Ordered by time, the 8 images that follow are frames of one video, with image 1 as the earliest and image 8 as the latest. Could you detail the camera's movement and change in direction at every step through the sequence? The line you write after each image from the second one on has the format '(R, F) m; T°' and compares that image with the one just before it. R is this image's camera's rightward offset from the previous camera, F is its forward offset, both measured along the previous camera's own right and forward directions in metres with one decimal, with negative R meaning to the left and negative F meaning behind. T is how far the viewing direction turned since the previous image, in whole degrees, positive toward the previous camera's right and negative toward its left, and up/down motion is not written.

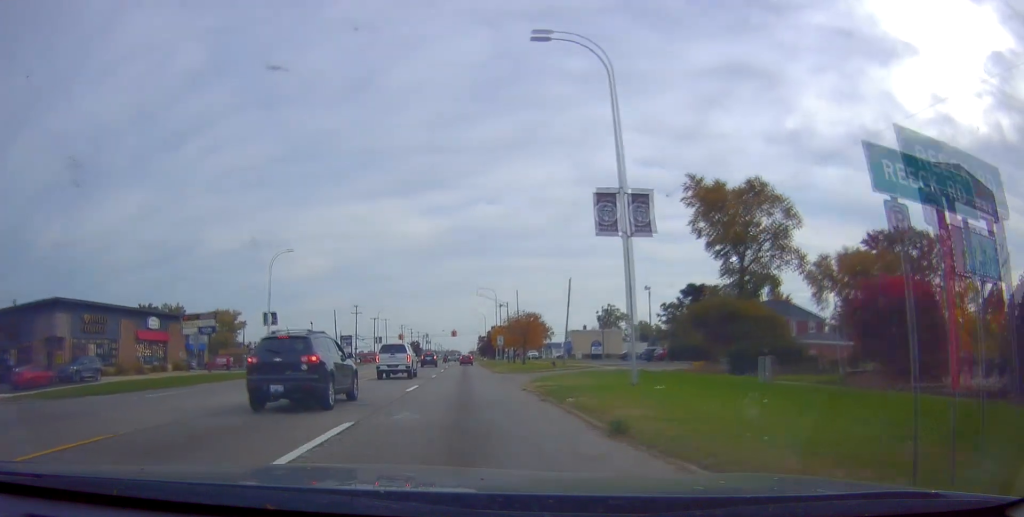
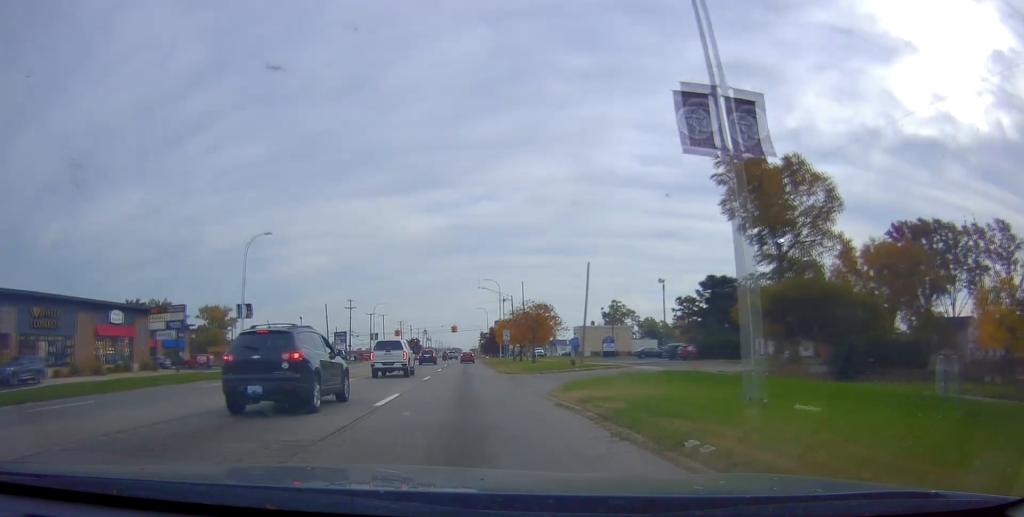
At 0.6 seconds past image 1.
(0.0, +7.6) m; -1°
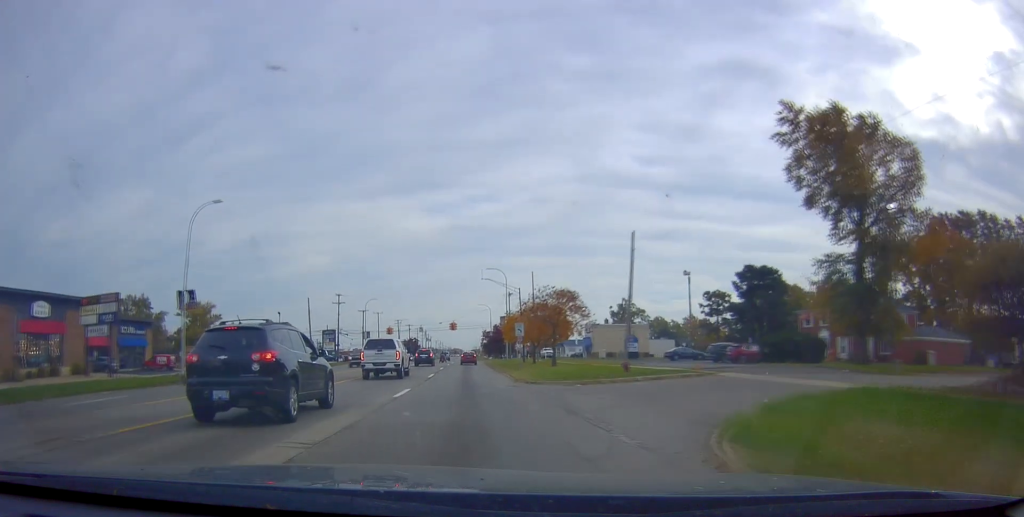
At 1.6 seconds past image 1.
(-0.3, +12.2) m; -2°
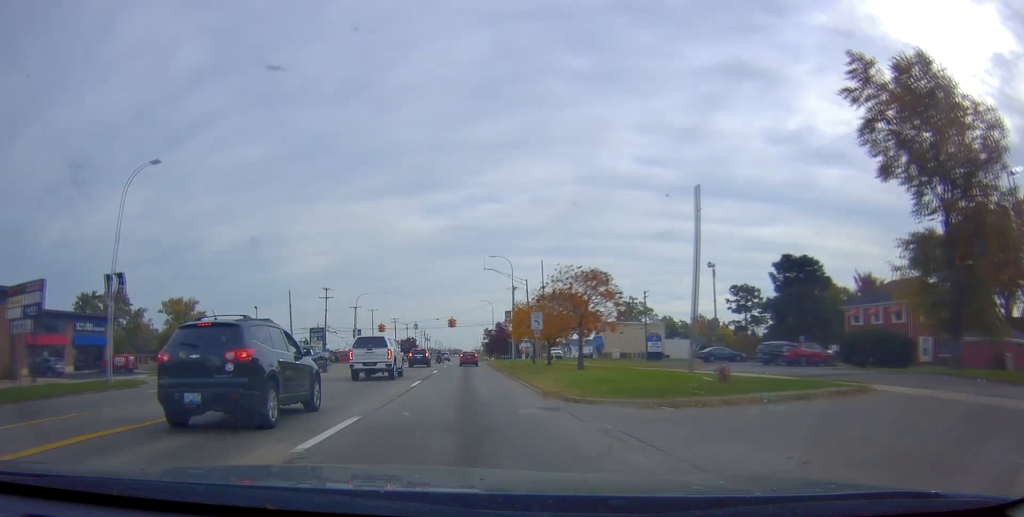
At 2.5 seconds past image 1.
(-0.1, +9.8) m; +1°
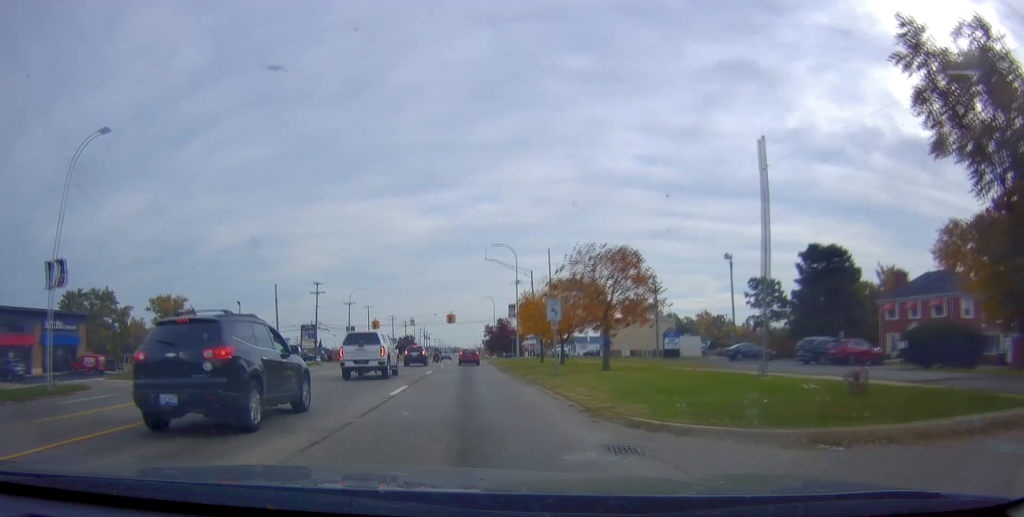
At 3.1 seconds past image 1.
(+0.2, +6.0) m; +2°
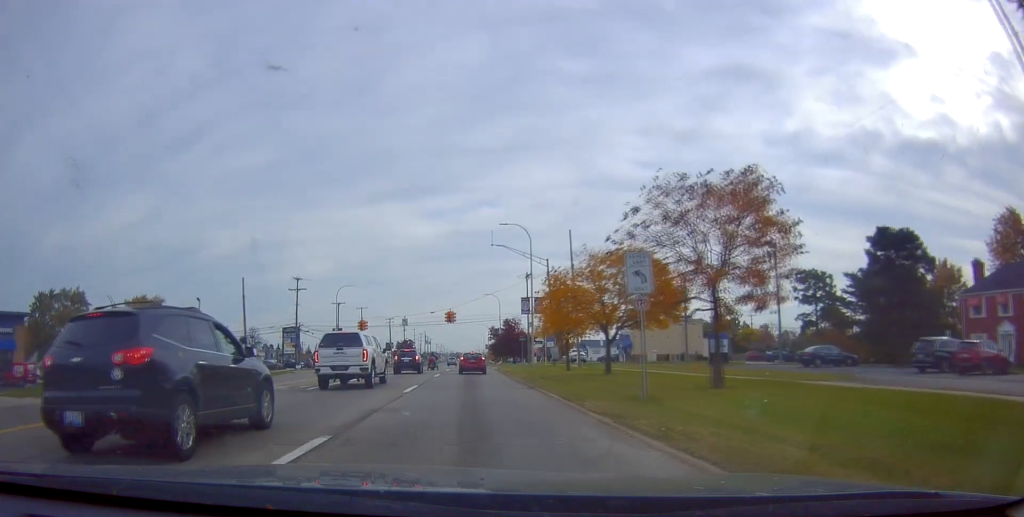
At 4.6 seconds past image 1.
(-0.5, +11.4) m; -4°
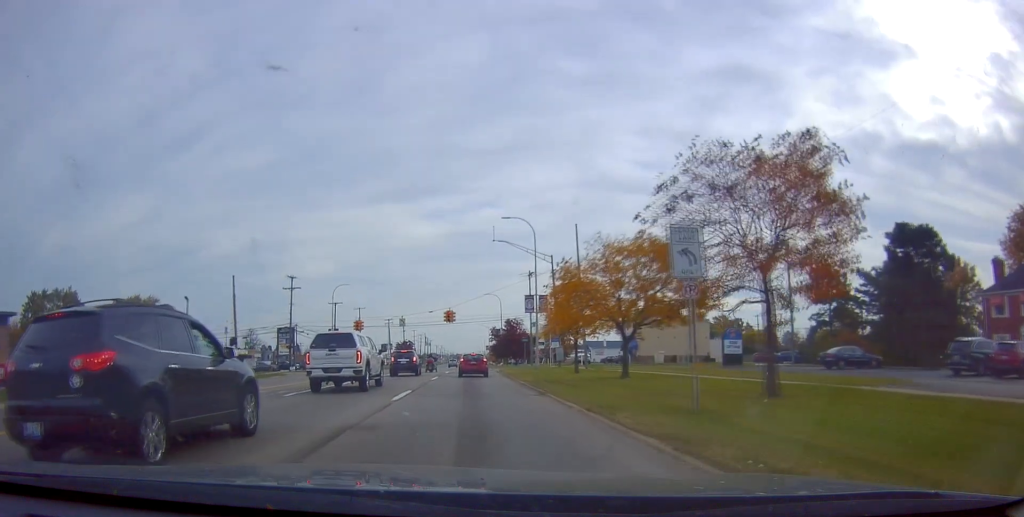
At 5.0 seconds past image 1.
(-0.2, +2.8) m; 0°
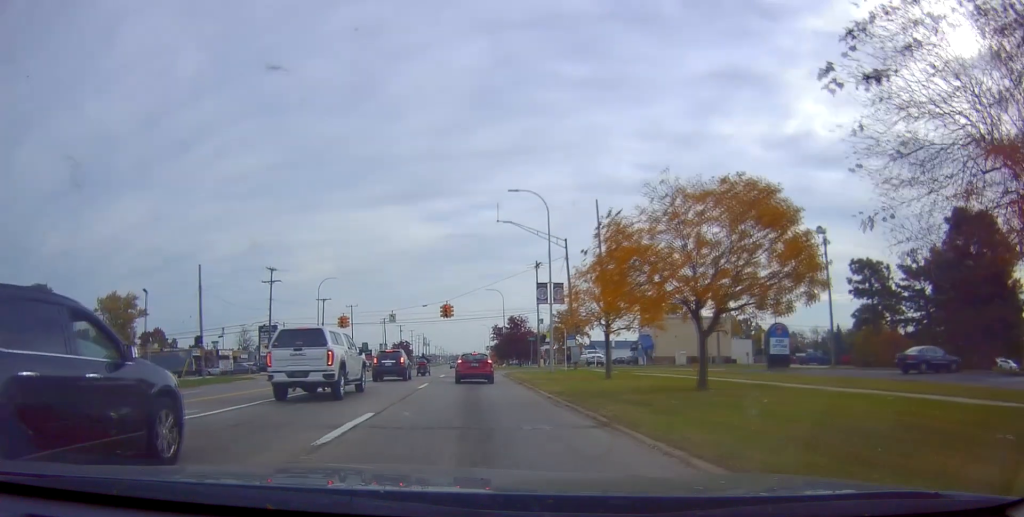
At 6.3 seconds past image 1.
(+0.4, +7.8) m; +4°
